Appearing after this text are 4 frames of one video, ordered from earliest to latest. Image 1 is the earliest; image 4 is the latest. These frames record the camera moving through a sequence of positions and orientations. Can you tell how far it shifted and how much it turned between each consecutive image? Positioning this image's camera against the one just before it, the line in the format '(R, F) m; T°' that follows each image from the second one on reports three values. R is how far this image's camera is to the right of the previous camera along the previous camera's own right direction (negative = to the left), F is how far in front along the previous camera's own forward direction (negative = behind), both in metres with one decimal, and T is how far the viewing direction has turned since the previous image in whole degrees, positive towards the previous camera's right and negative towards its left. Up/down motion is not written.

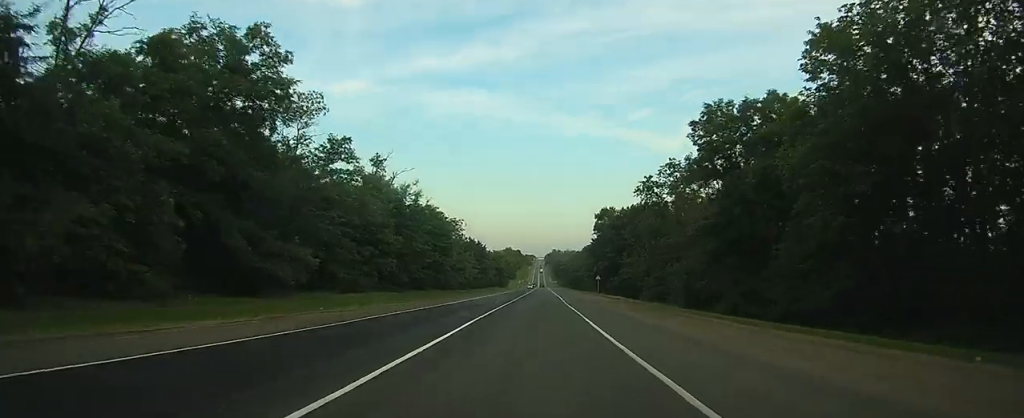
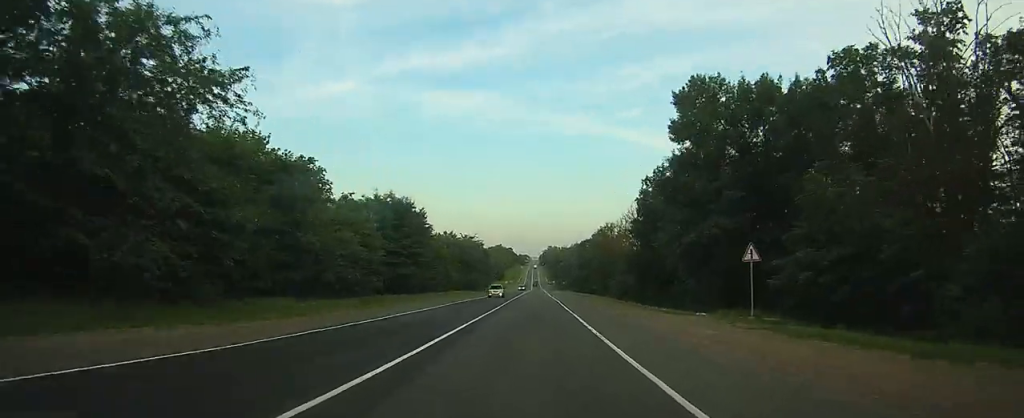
(+0.9, +75.8) m; +1°
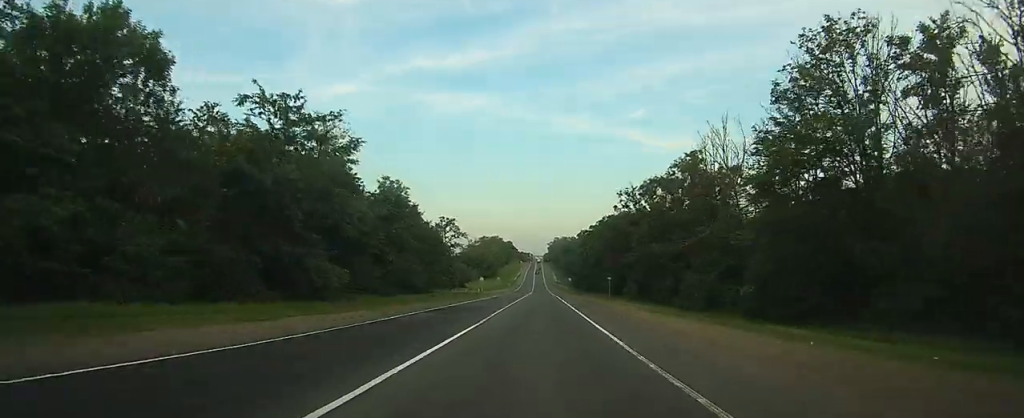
(-0.6, +99.9) m; -1°
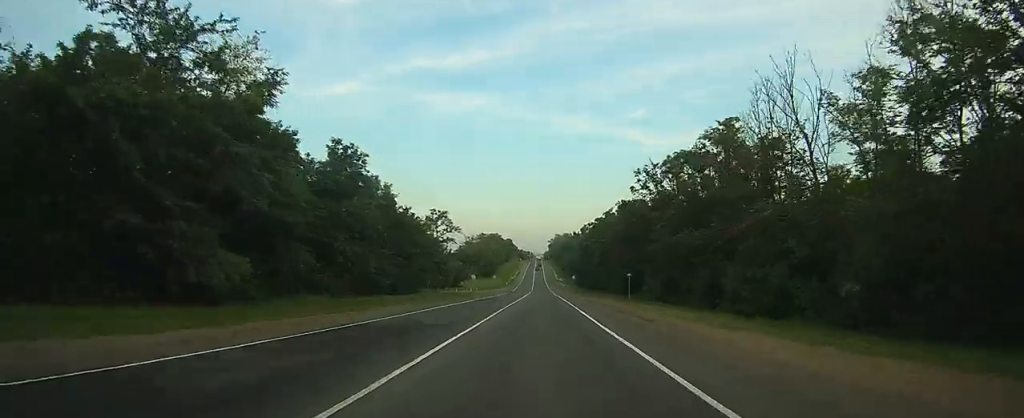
(0.0, +13.7) m; 0°
